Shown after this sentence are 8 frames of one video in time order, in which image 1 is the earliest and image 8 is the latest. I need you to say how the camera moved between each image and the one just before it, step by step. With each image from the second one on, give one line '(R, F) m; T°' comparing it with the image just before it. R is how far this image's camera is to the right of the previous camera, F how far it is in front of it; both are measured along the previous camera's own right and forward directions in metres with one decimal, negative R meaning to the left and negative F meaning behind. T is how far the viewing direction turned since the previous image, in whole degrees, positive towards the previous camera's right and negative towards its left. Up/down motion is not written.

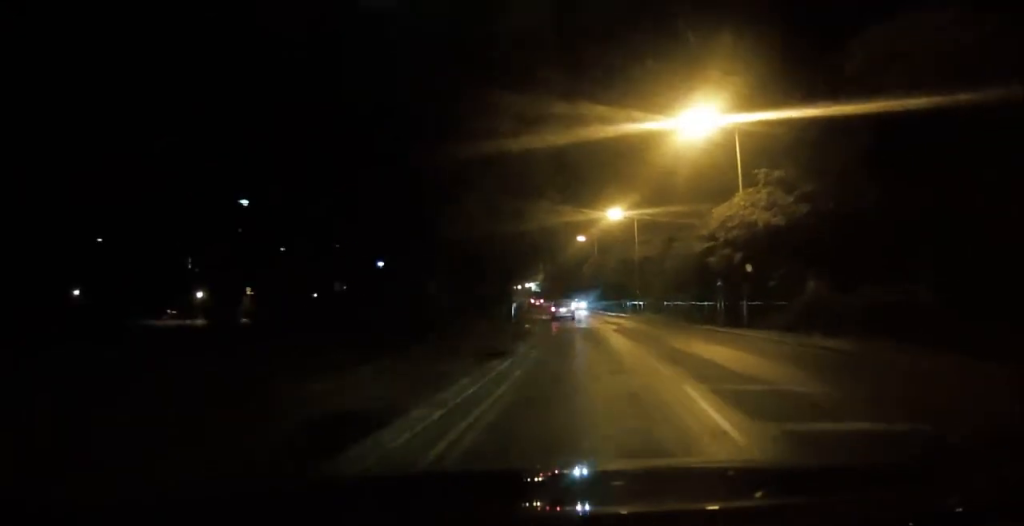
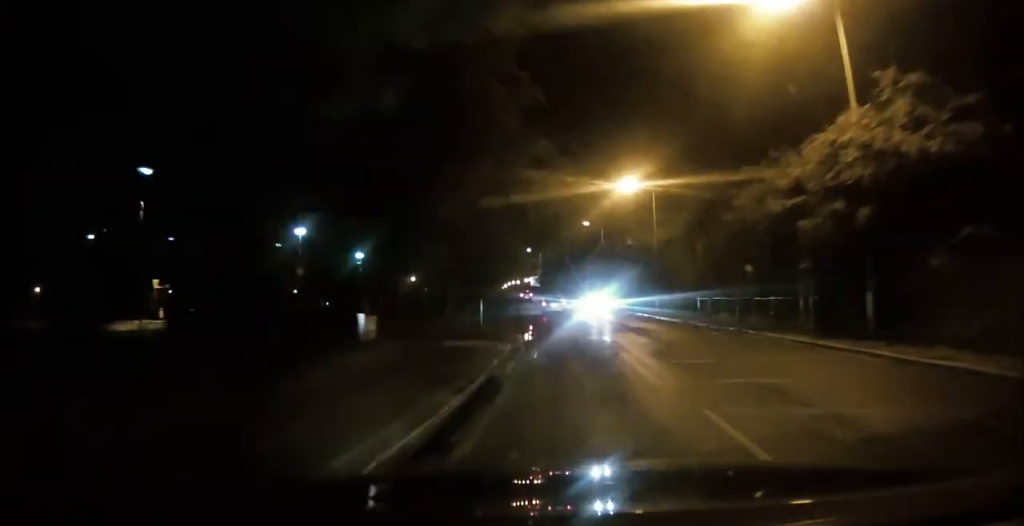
(+0.2, +14.6) m; 0°
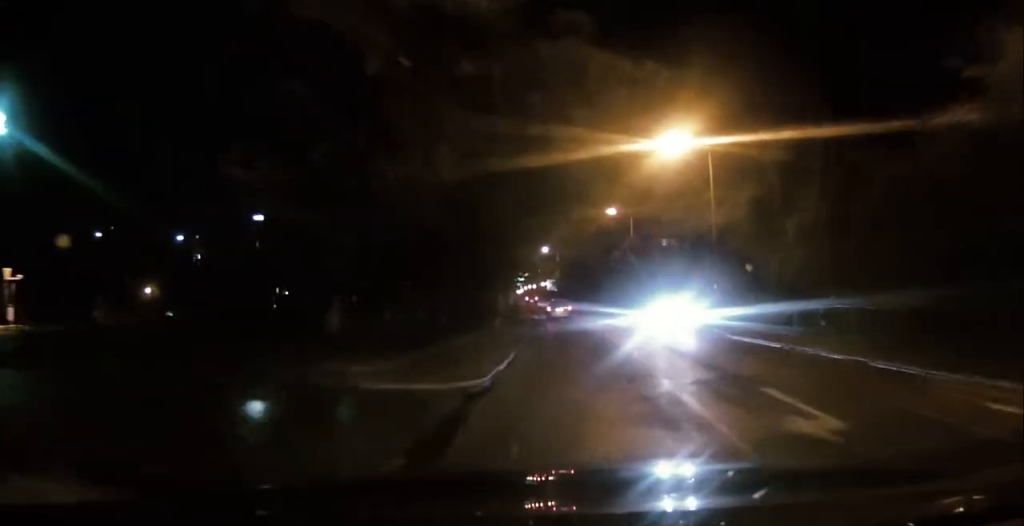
(-0.2, +15.8) m; +1°
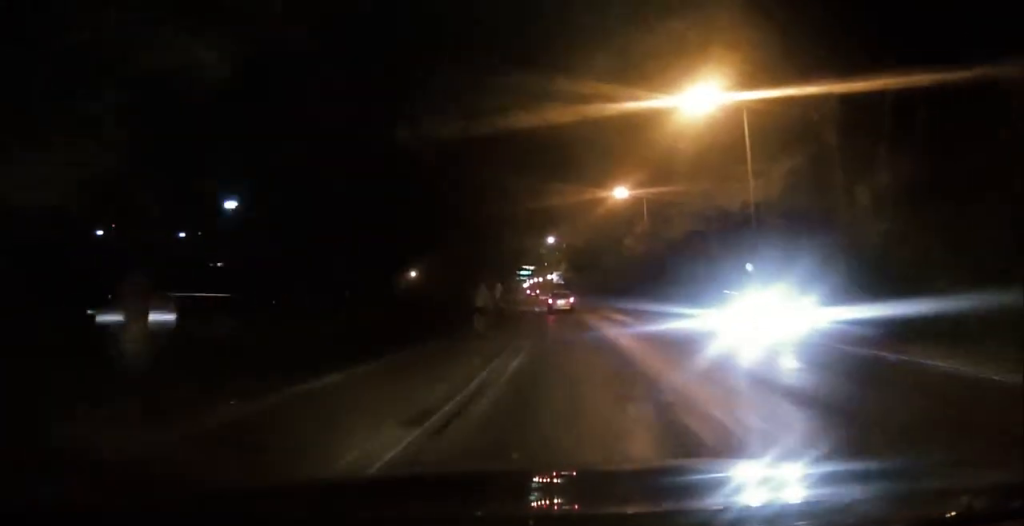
(+0.1, +7.0) m; +1°
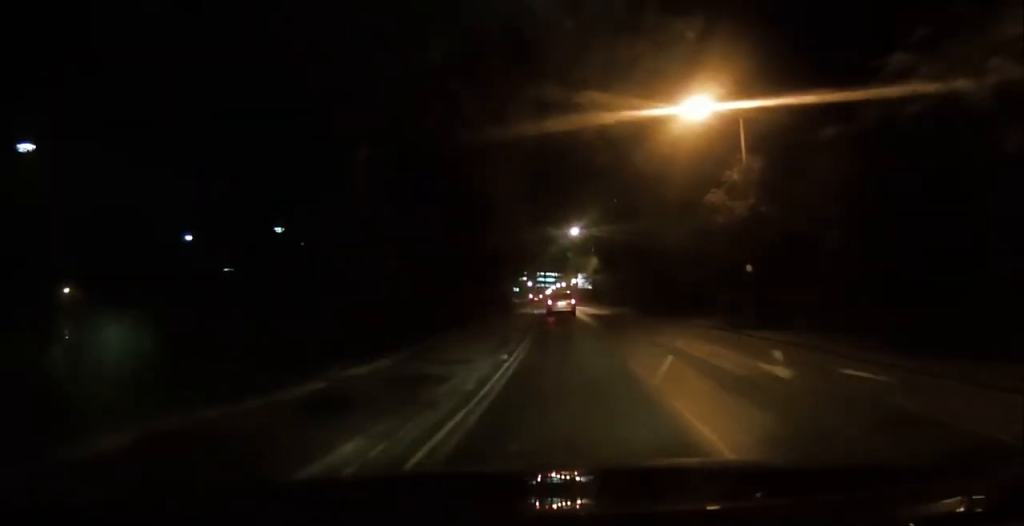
(+0.7, +27.9) m; +3°
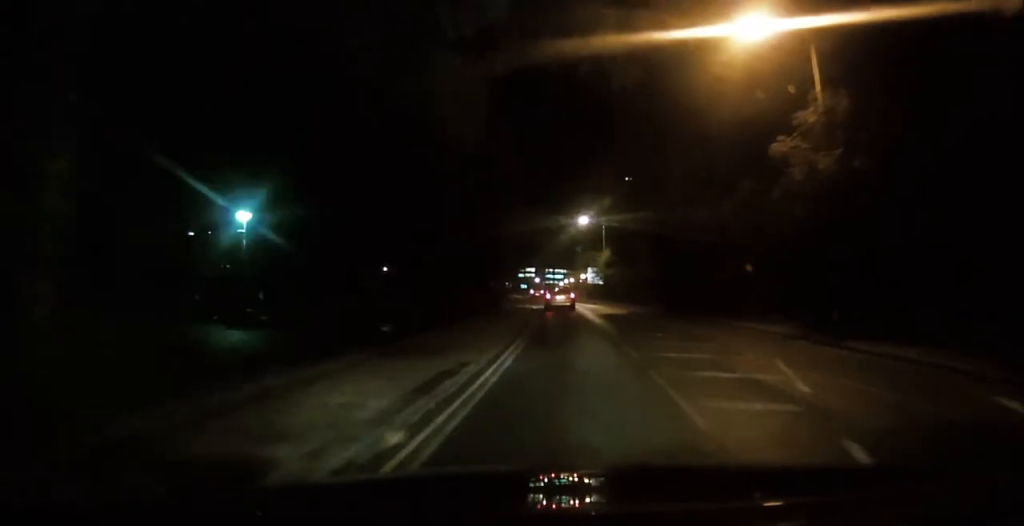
(+0.1, +9.5) m; +1°
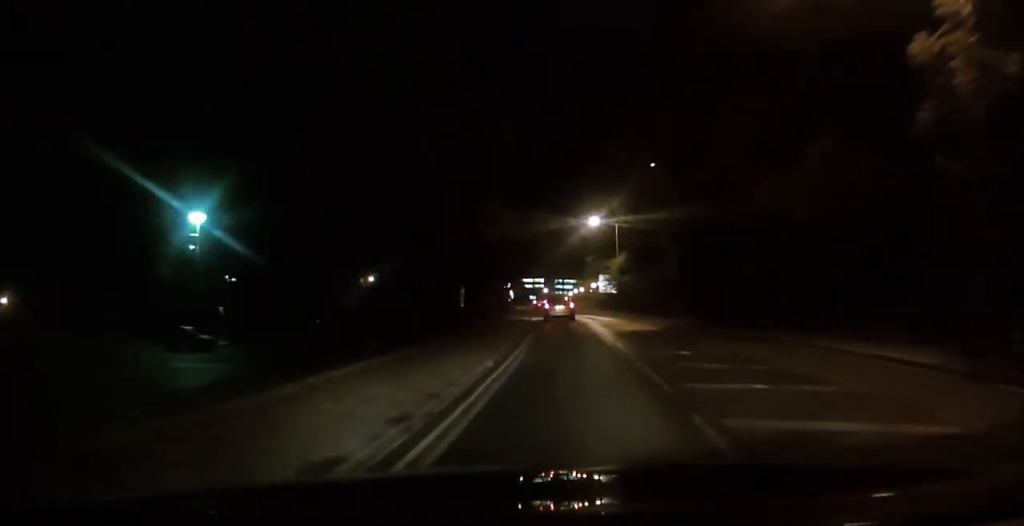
(+0.1, +9.6) m; +1°
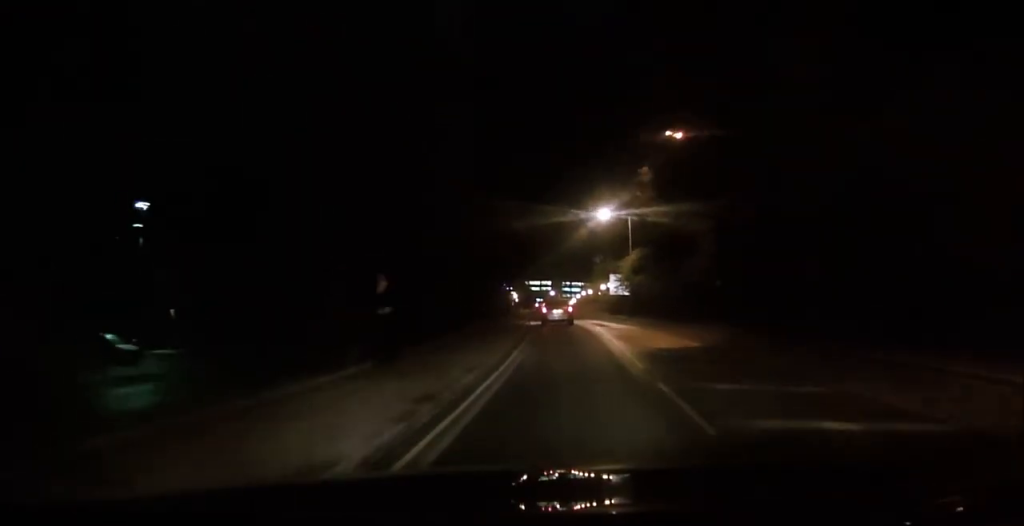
(0.0, +8.6) m; 0°
